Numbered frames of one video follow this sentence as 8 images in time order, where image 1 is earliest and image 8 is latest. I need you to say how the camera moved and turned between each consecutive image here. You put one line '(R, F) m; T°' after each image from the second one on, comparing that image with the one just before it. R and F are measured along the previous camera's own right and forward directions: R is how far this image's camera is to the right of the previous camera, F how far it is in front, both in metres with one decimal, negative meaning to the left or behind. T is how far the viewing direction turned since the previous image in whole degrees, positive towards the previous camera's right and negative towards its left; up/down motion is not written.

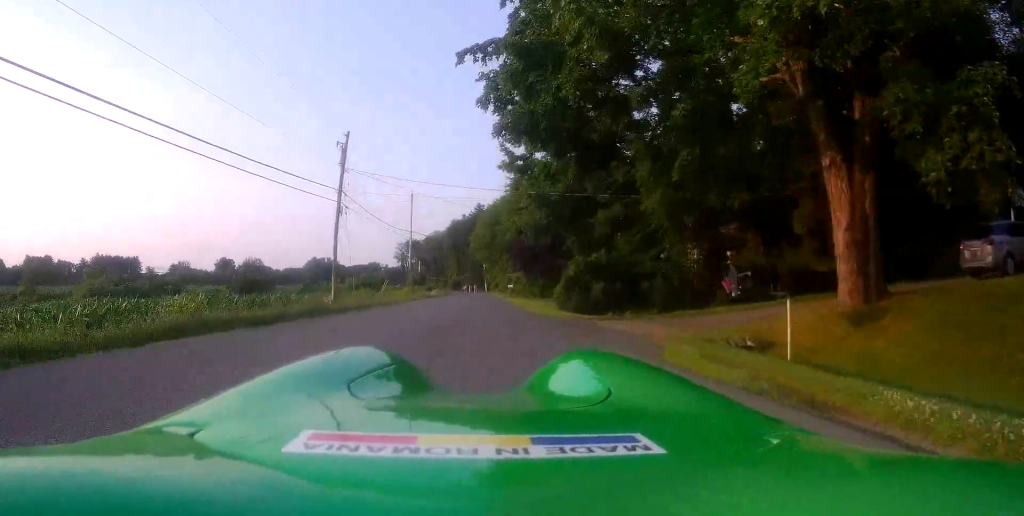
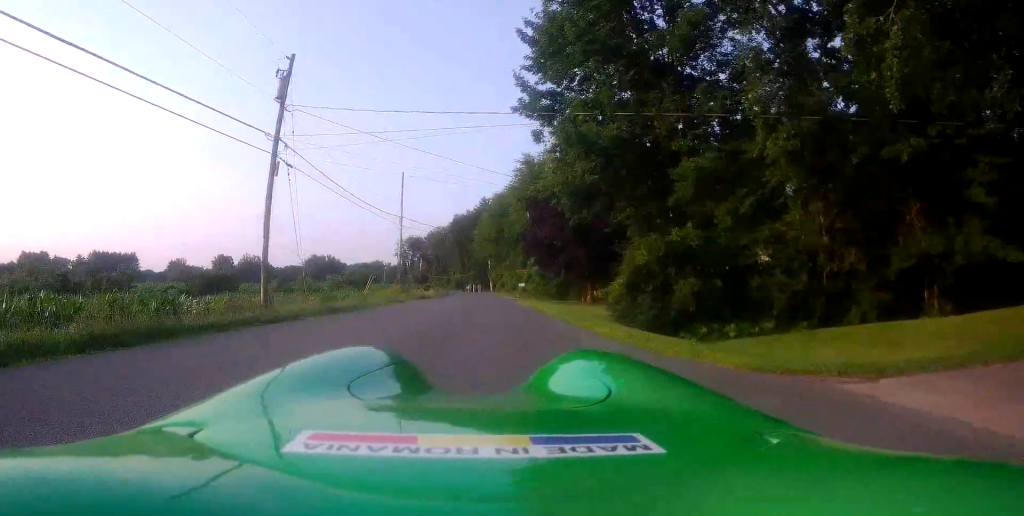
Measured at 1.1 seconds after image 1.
(+0.6, +10.9) m; +5°
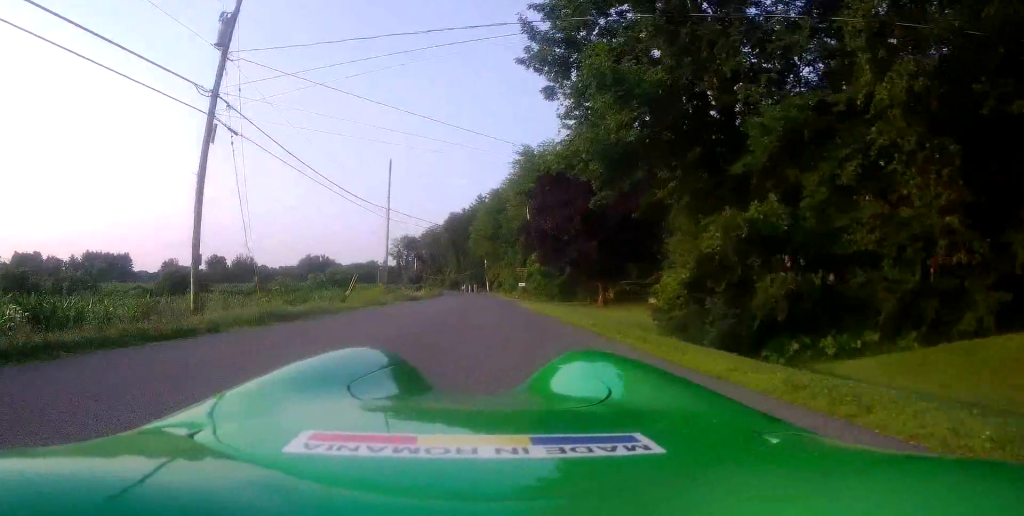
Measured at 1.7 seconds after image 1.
(+0.1, +5.2) m; 0°
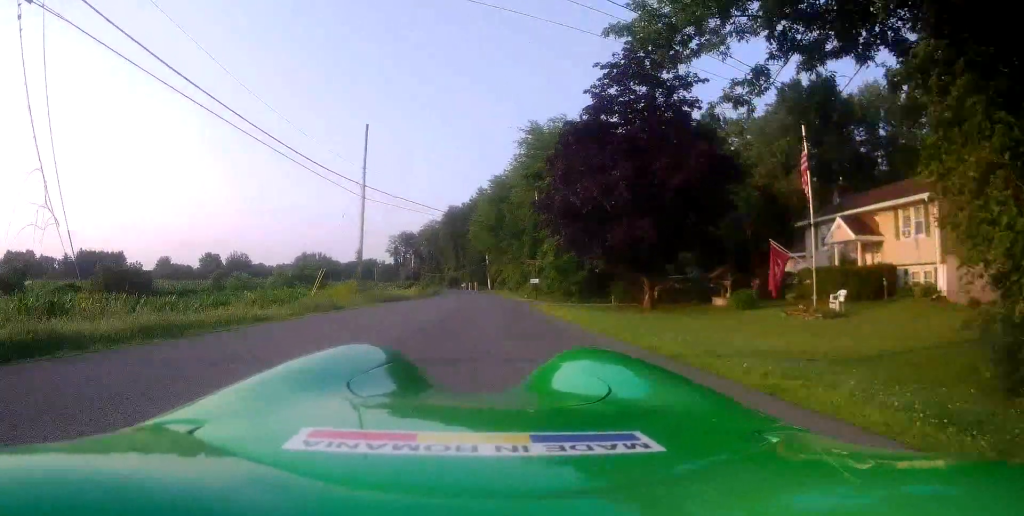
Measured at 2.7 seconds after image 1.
(-0.5, +10.0) m; -5°
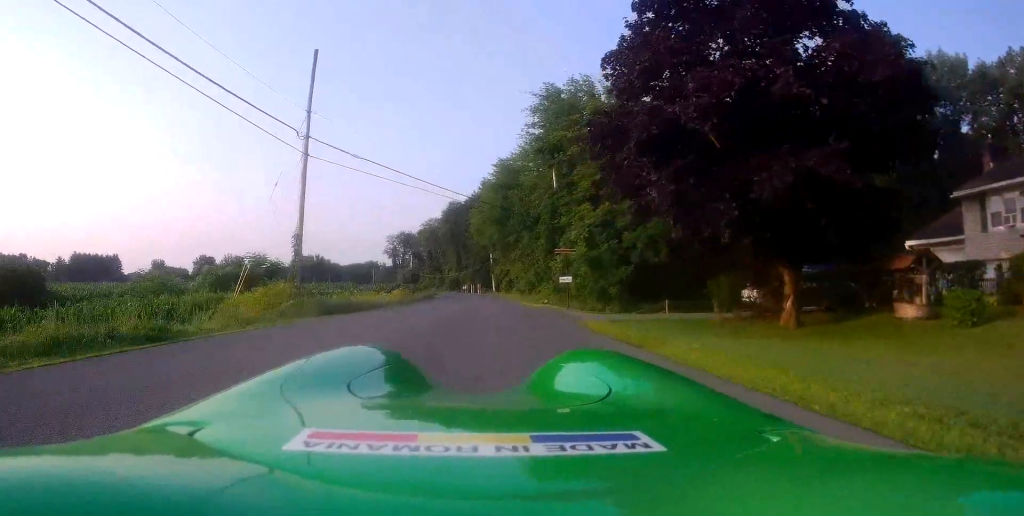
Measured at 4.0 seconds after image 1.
(-0.1, +12.4) m; +2°
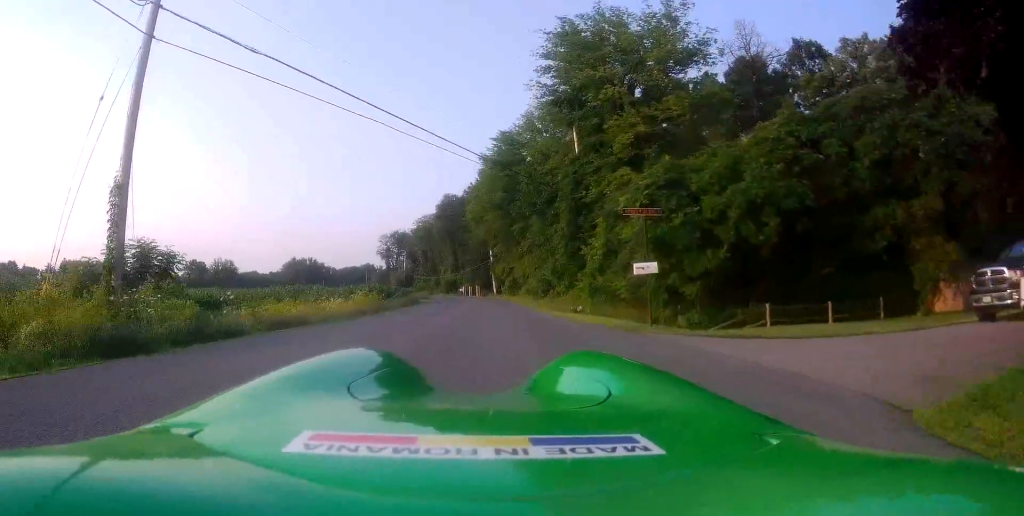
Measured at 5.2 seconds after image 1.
(+0.1, +12.1) m; -1°
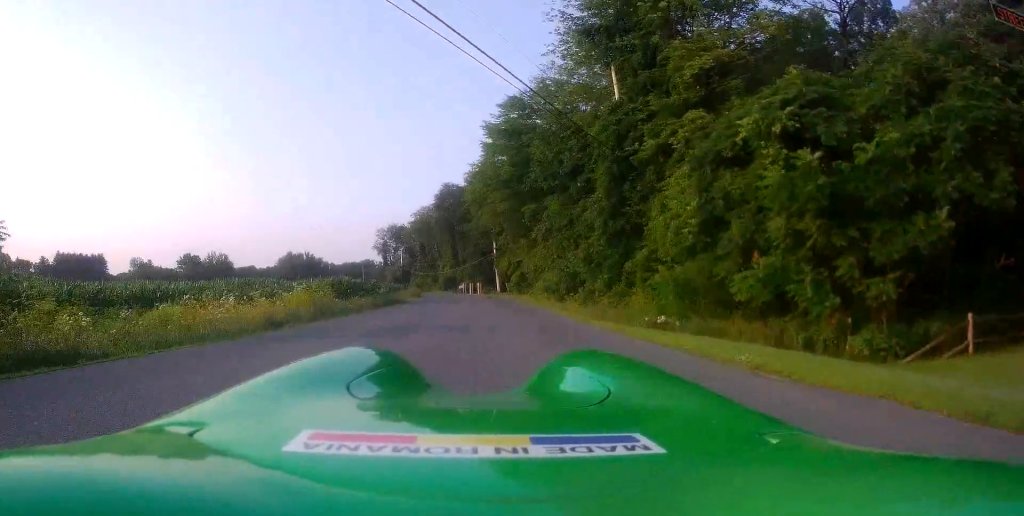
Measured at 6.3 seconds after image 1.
(-0.1, +10.6) m; +2°
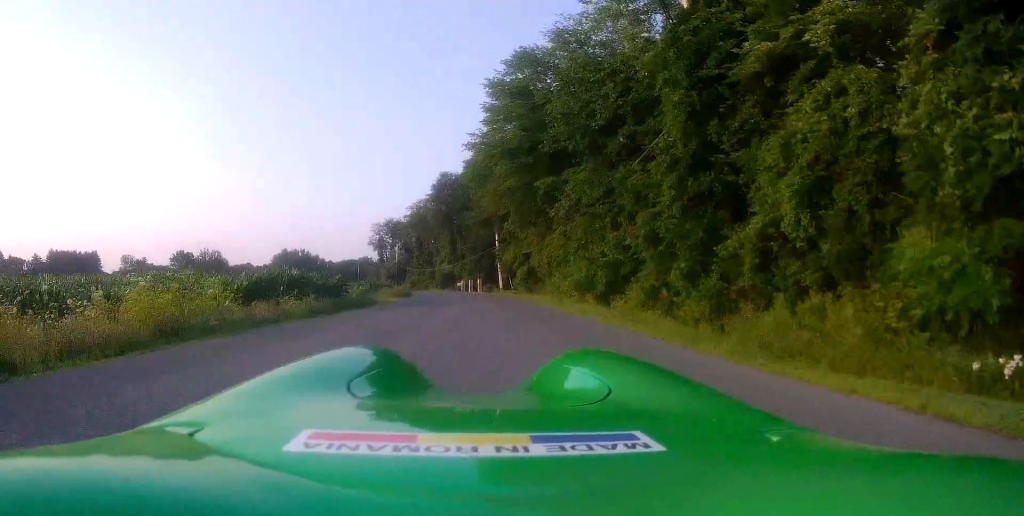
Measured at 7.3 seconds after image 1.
(+0.4, +9.2) m; 0°
